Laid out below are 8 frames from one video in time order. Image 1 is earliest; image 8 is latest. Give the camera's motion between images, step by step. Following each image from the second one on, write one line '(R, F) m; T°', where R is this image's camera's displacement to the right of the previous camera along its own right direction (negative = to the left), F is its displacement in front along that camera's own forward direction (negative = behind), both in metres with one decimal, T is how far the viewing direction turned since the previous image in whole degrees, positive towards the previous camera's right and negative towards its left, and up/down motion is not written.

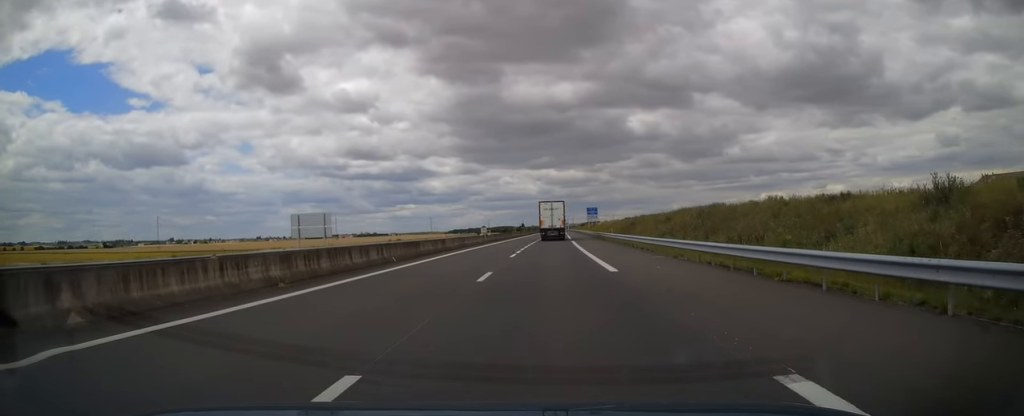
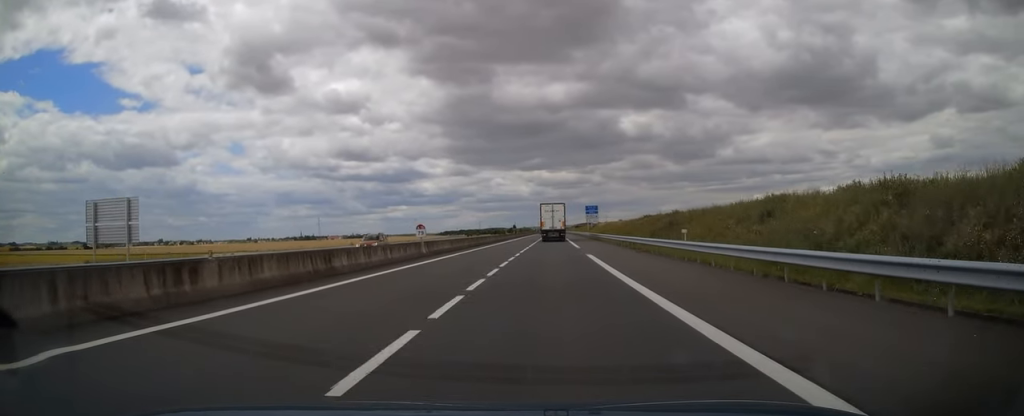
(0.0, +28.0) m; 0°
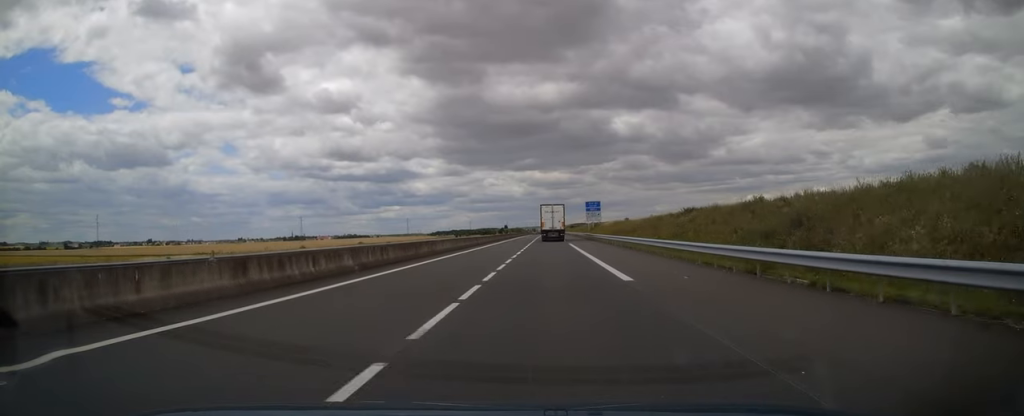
(0.0, +27.7) m; +1°
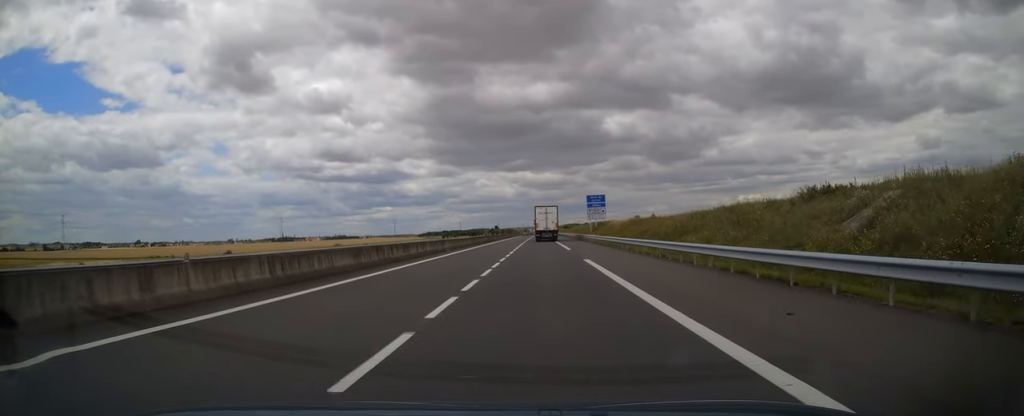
(+0.4, +28.3) m; +1°
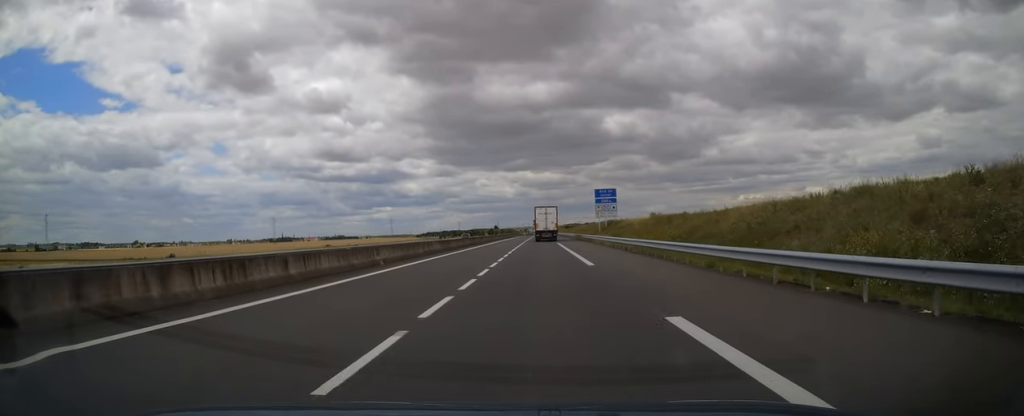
(0.0, +17.2) m; -1°
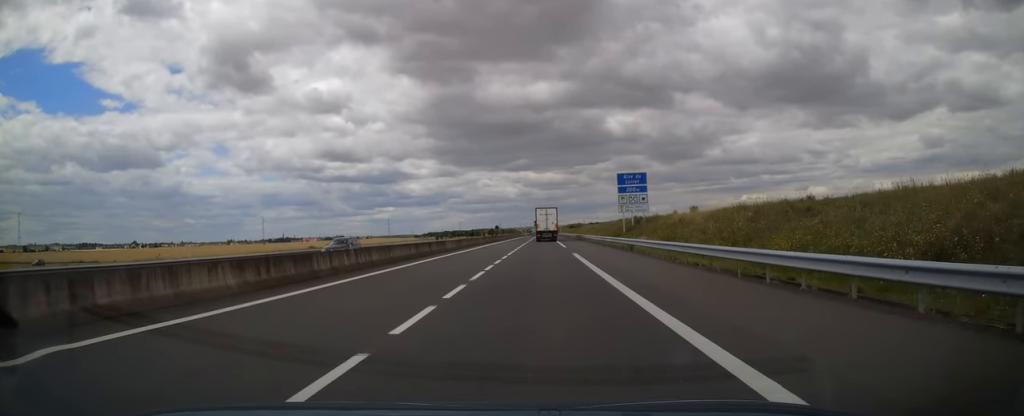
(-0.4, +27.6) m; 0°
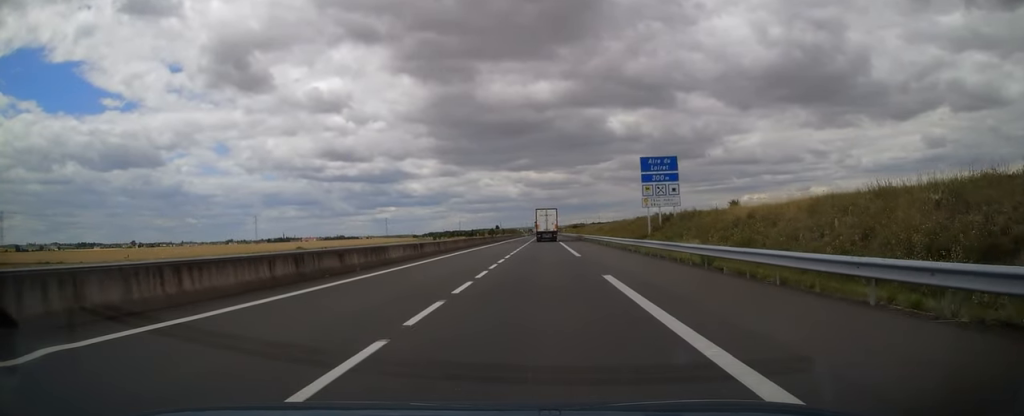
(+0.2, +16.5) m; +1°
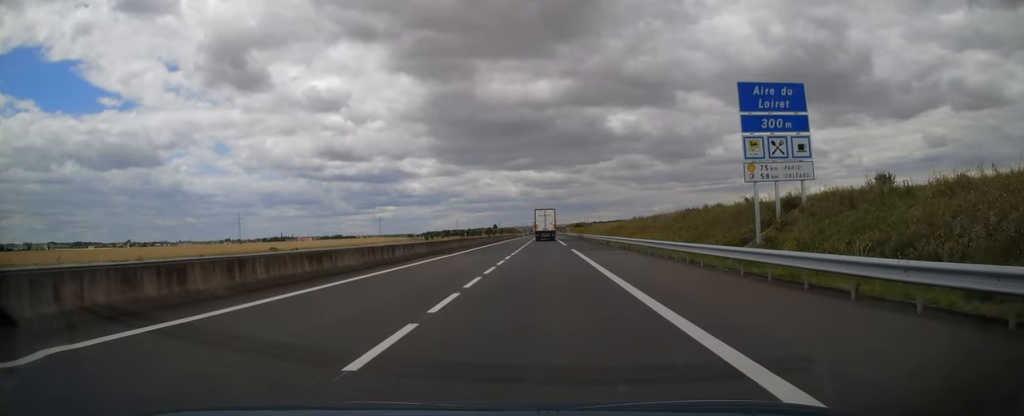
(+0.3, +29.1) m; 0°
